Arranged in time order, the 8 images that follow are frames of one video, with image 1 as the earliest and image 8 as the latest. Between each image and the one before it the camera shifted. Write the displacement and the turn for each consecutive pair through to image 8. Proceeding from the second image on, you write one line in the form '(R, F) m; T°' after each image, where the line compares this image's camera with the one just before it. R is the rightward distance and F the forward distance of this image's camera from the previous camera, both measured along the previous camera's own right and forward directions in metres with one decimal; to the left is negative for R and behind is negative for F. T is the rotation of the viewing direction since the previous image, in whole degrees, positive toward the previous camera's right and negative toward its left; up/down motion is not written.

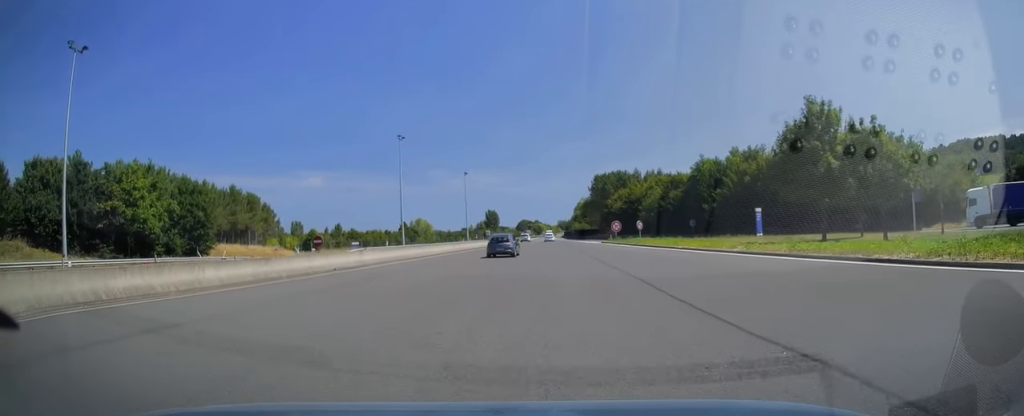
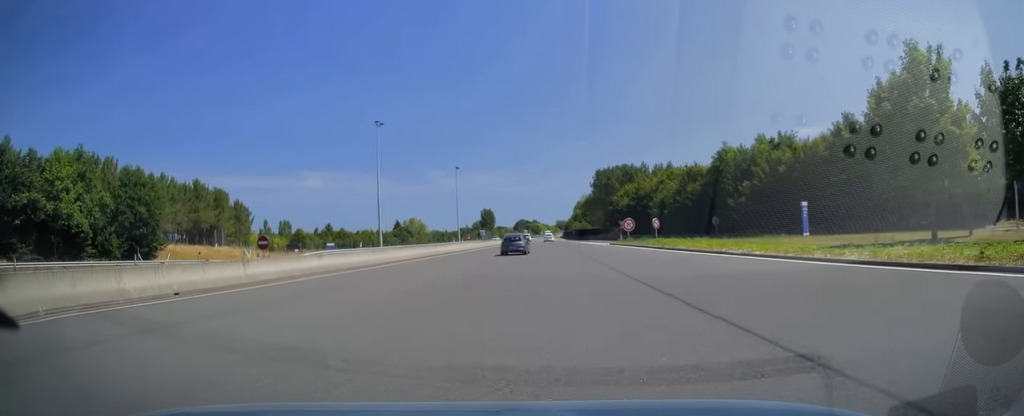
(+0.1, +12.9) m; 0°
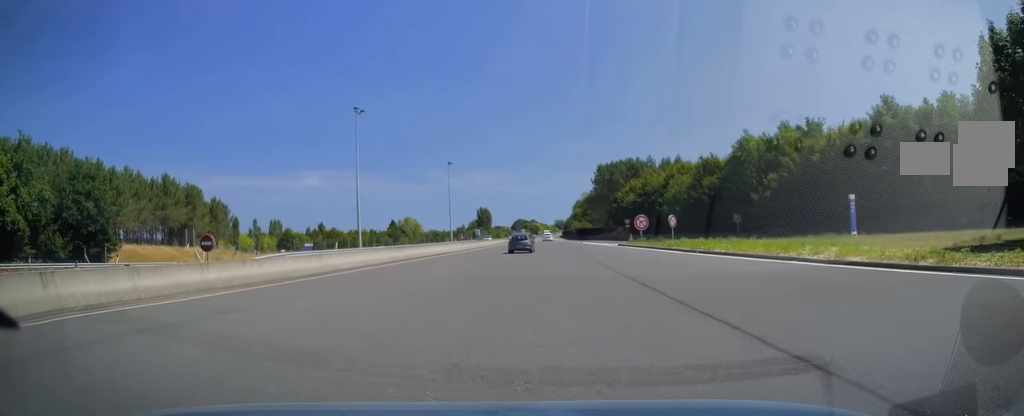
(-0.1, +9.4) m; 0°
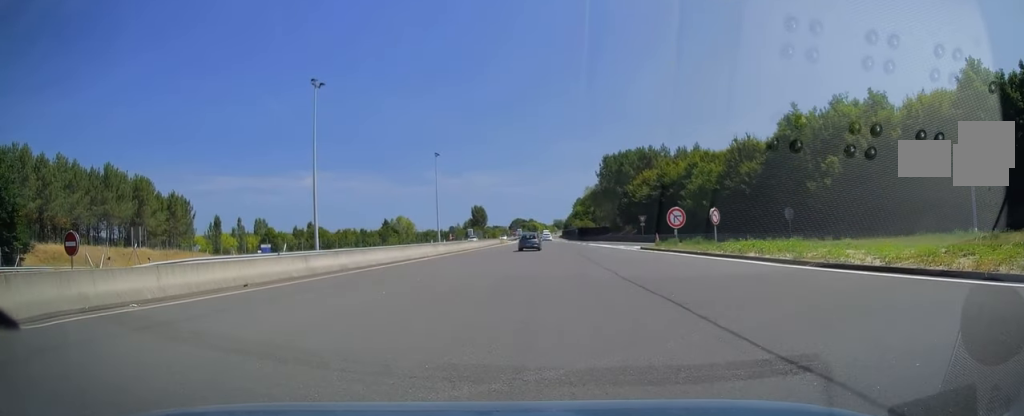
(0.0, +14.8) m; 0°
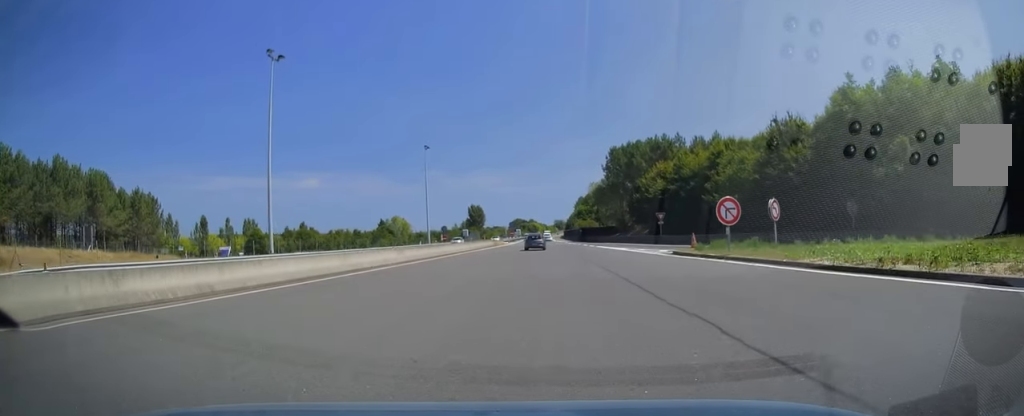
(+0.1, +11.2) m; 0°
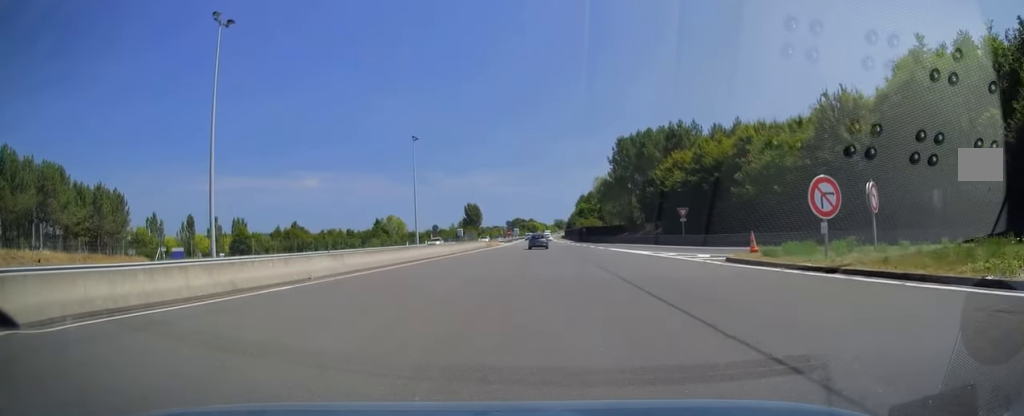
(-0.1, +10.1) m; 0°
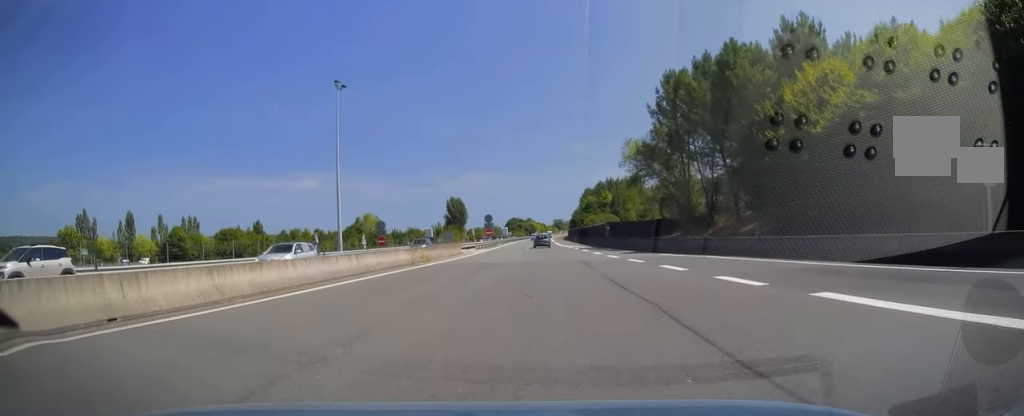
(+0.4, +37.6) m; 0°
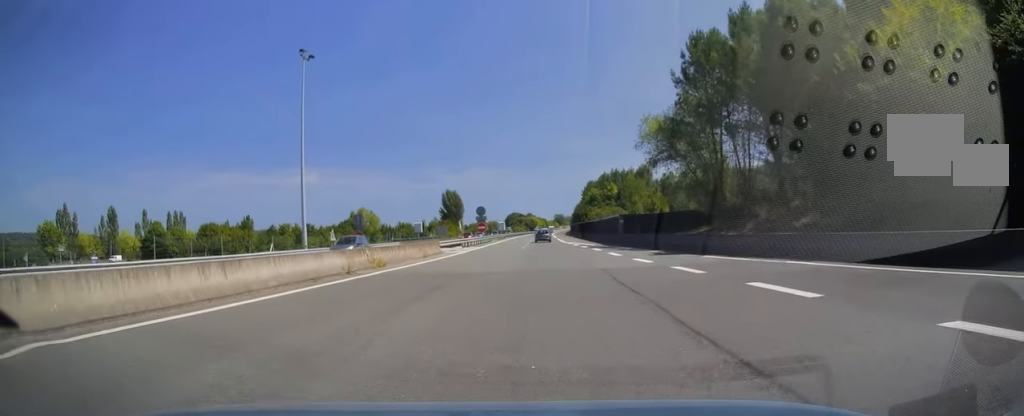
(-0.1, +9.8) m; 0°
